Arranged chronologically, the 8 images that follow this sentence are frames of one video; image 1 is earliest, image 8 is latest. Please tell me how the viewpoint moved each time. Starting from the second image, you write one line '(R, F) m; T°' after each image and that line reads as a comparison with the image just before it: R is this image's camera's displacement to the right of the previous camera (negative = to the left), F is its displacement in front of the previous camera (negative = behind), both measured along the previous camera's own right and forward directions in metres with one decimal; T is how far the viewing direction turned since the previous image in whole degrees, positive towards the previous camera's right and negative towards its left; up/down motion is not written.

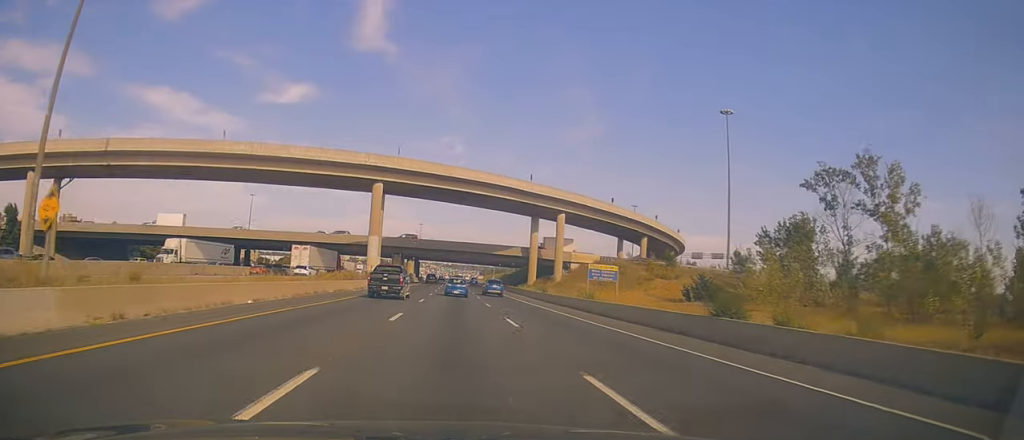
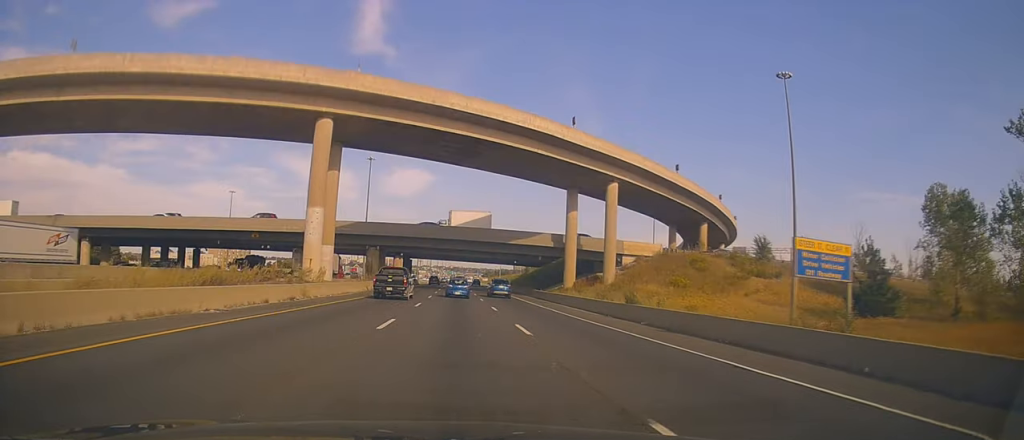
(+0.9, +27.2) m; +1°
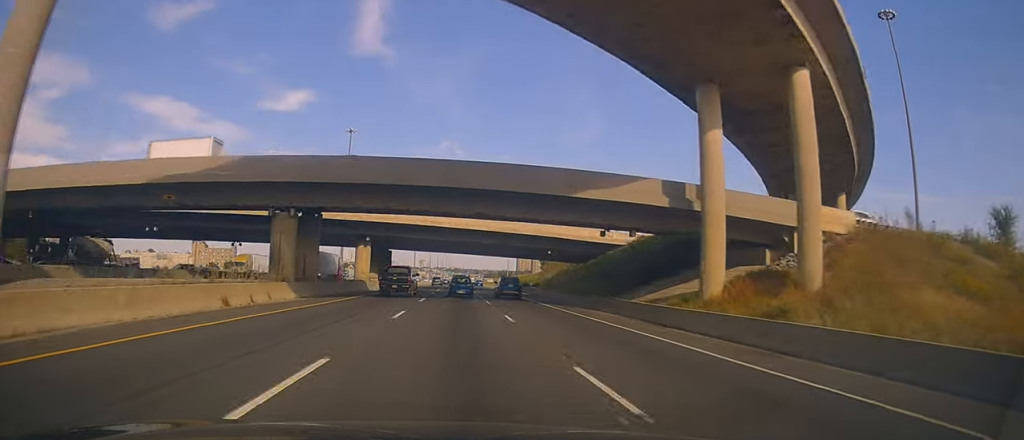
(-0.2, +33.4) m; 0°
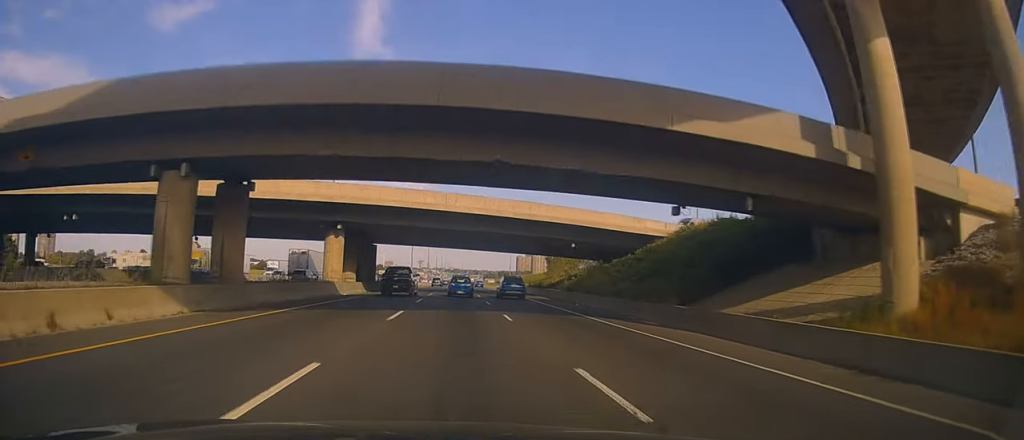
(+0.4, +13.0) m; -1°
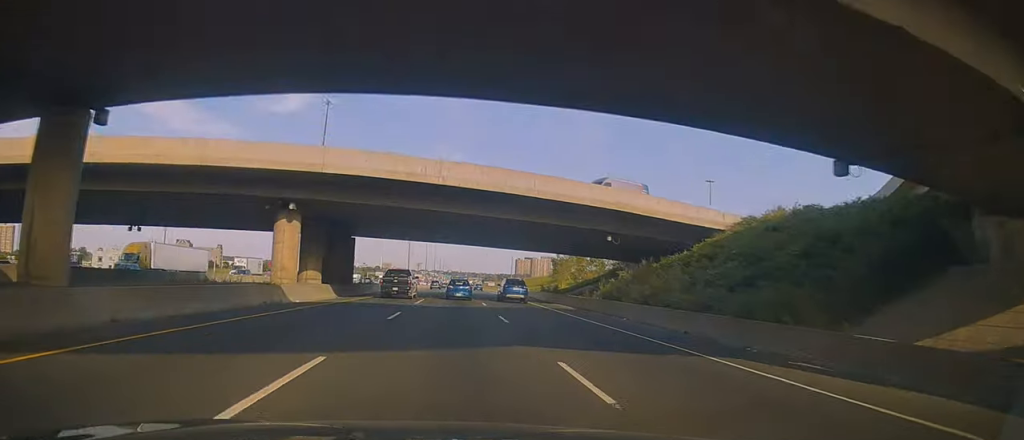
(-0.4, +12.1) m; 0°
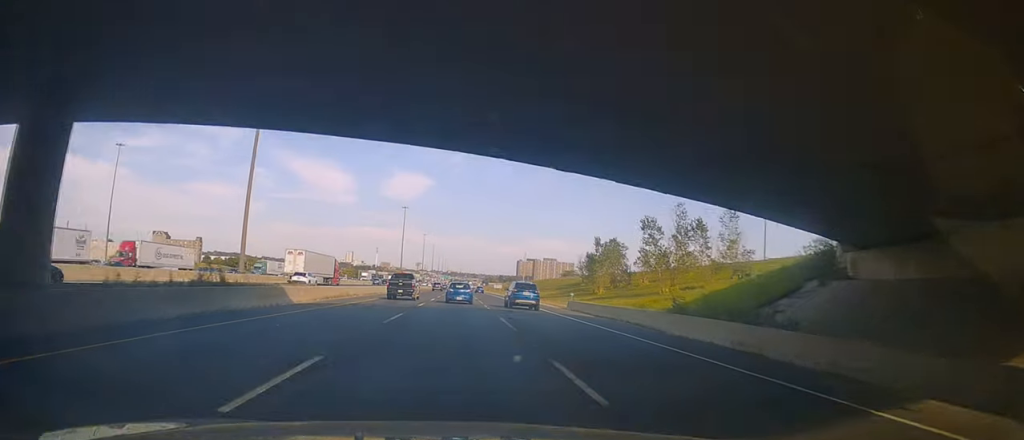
(+0.2, +38.6) m; +1°
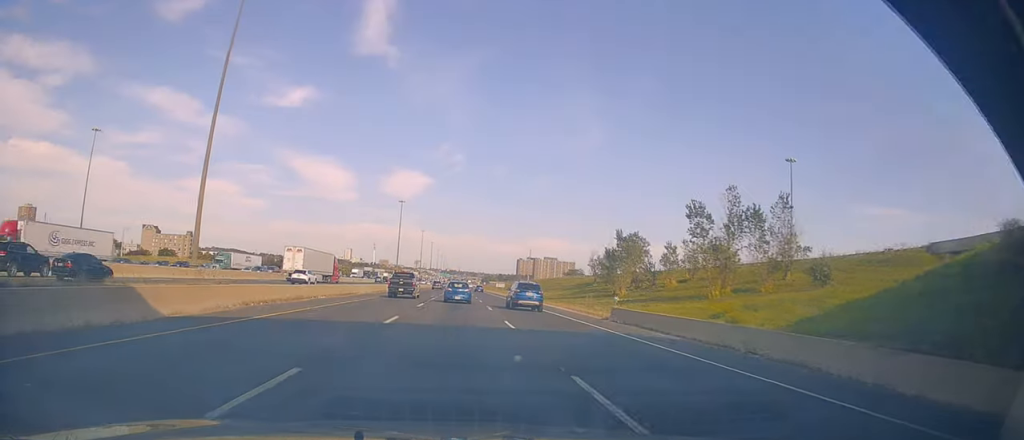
(-0.2, +14.1) m; 0°
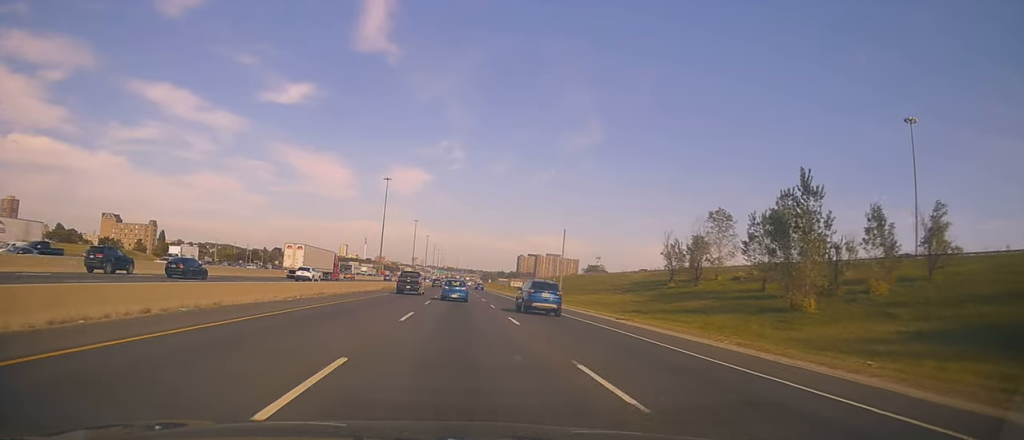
(+0.5, +48.7) m; +2°
